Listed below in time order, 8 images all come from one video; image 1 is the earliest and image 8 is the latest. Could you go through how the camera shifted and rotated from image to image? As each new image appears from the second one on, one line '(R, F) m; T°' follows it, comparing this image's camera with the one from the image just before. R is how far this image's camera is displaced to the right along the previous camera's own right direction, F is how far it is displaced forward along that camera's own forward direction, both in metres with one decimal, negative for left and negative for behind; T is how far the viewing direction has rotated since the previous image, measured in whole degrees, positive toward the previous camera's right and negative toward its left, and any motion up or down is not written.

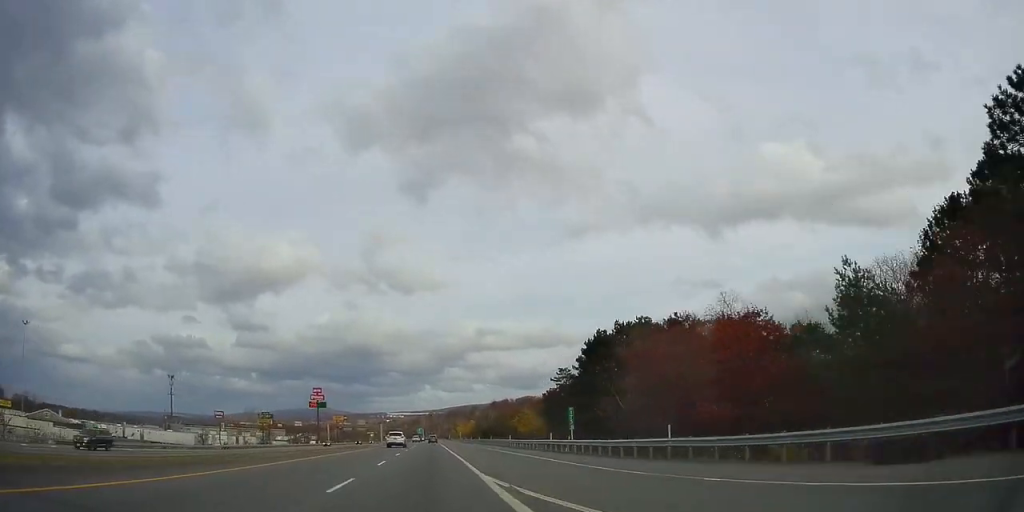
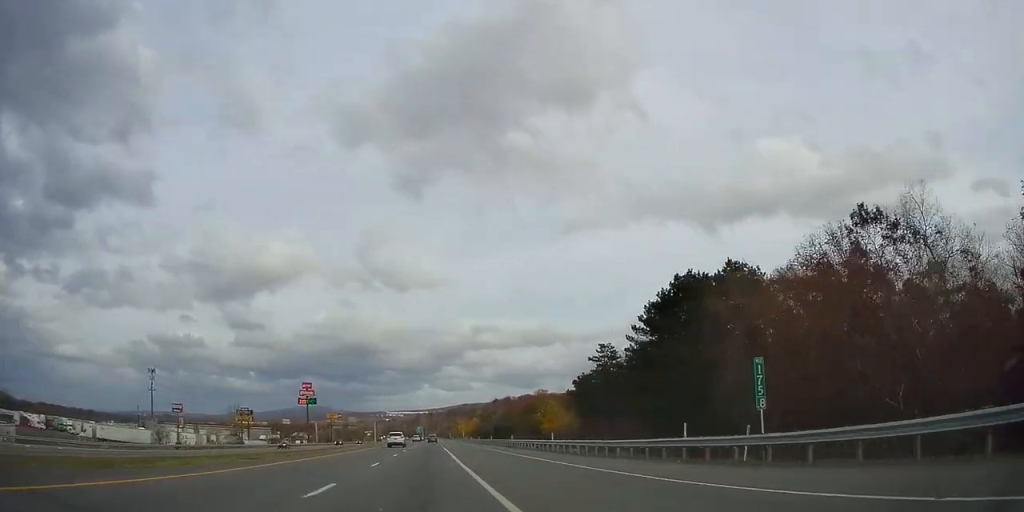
(-0.1, +24.9) m; 0°
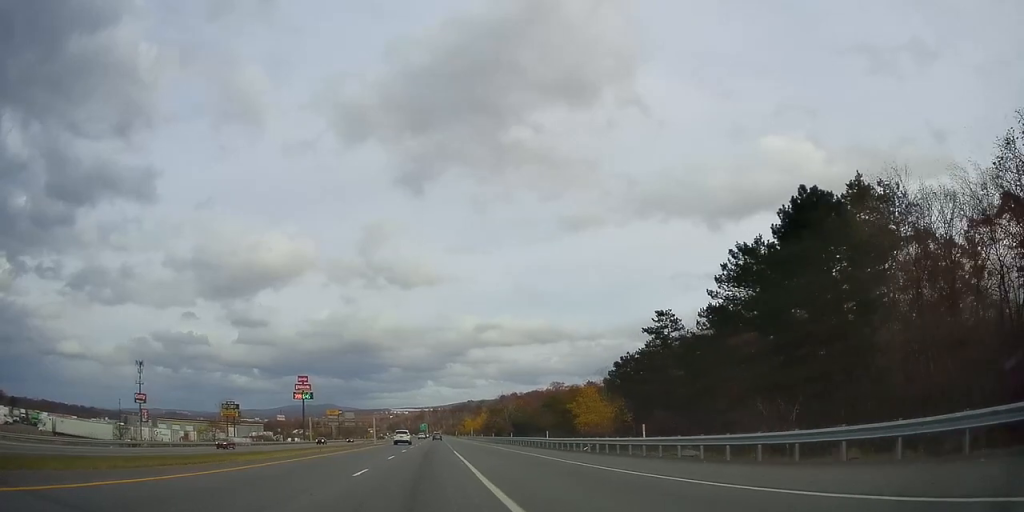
(-0.2, +18.4) m; 0°
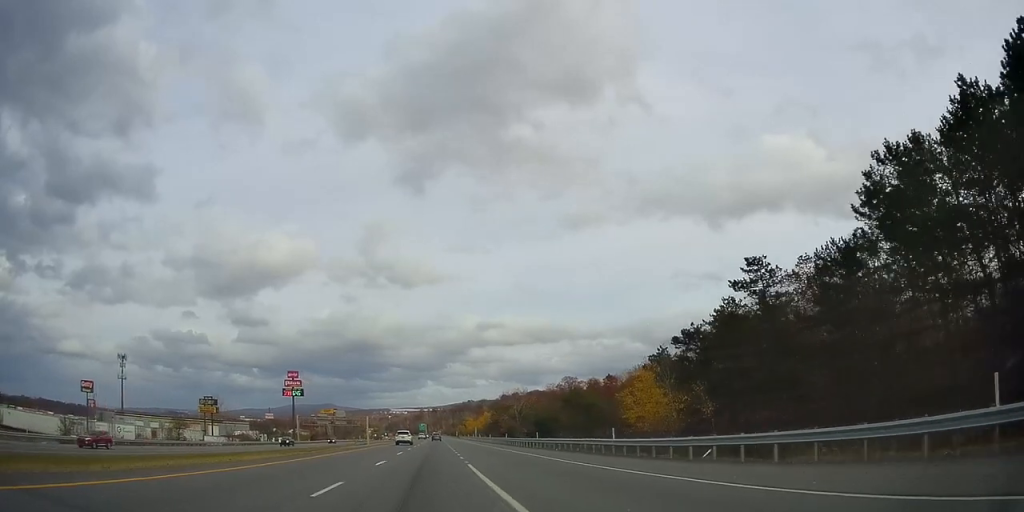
(0.0, +17.9) m; +1°
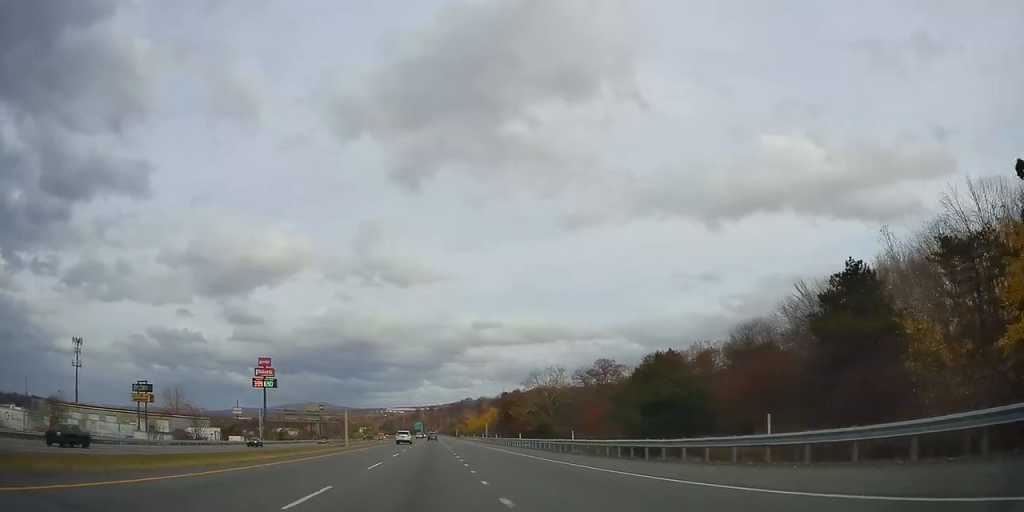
(+0.6, +37.8) m; 0°
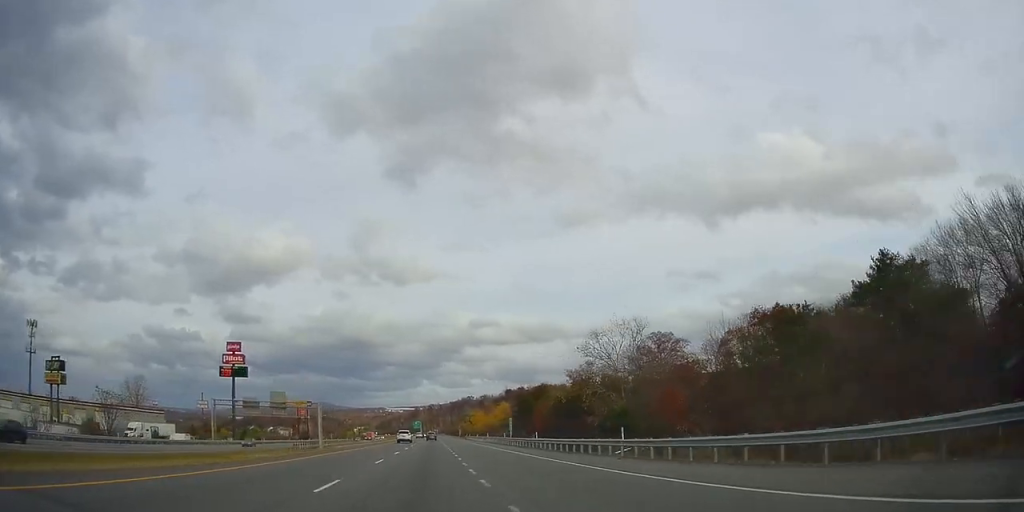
(-0.6, +33.3) m; -1°
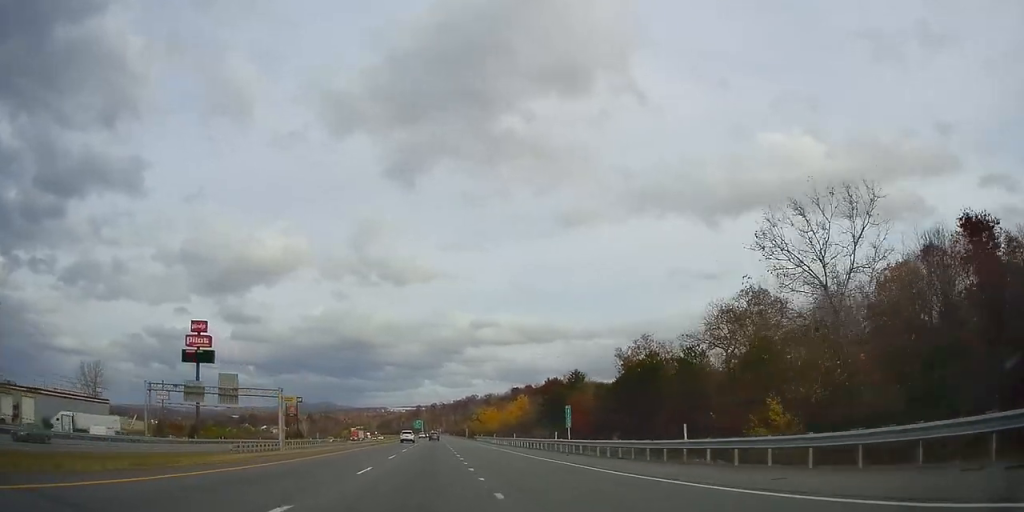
(0.0, +29.8) m; +1°
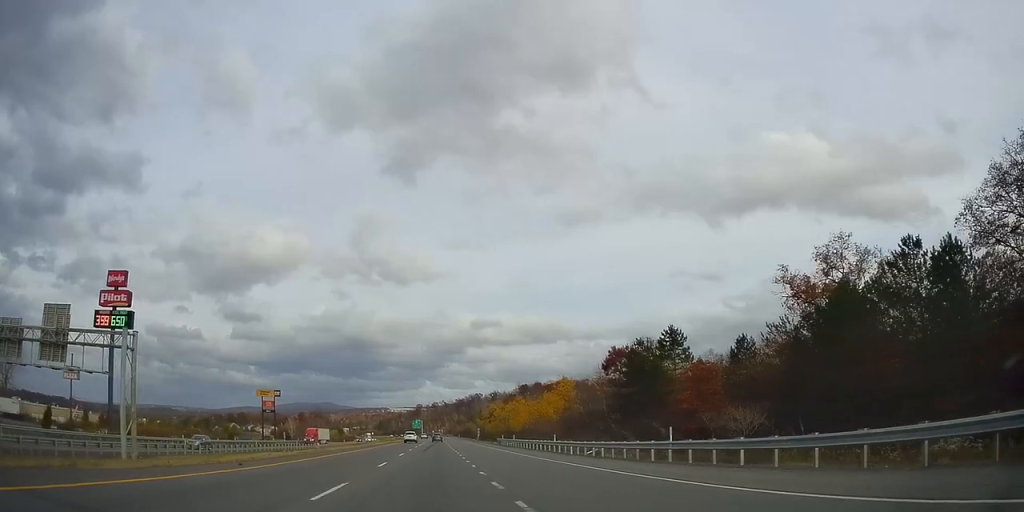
(+0.3, +43.7) m; 0°
